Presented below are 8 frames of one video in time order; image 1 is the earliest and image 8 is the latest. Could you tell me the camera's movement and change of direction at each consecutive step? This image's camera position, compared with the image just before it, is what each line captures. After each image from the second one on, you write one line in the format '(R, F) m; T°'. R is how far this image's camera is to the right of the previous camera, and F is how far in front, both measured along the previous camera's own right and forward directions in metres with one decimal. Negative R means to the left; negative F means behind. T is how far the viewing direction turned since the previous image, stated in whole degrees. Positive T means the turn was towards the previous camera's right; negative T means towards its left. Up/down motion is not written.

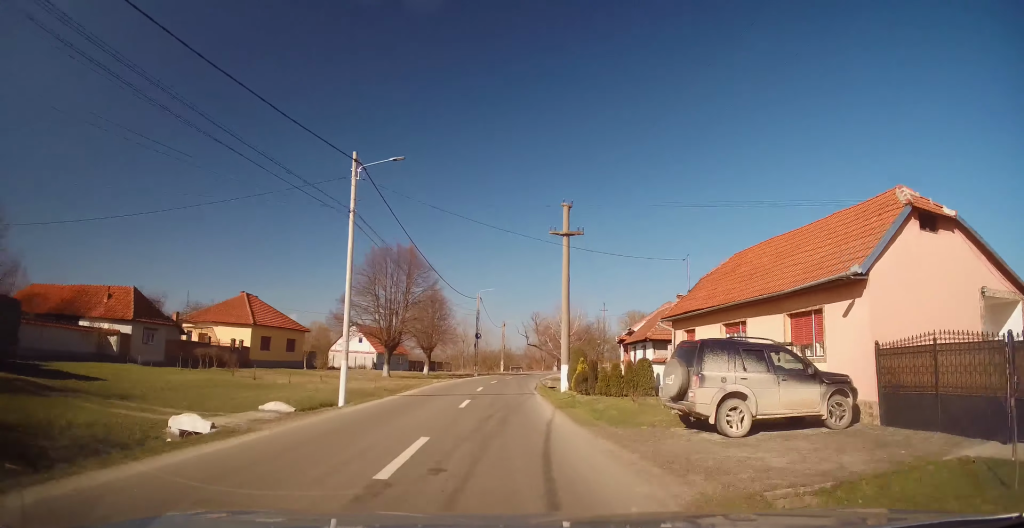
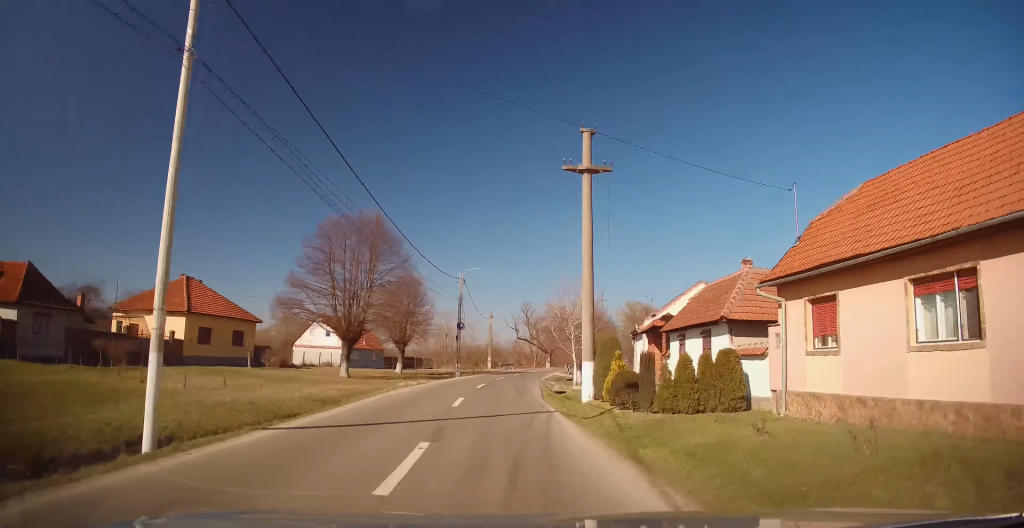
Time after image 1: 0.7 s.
(-0.3, +9.9) m; +2°
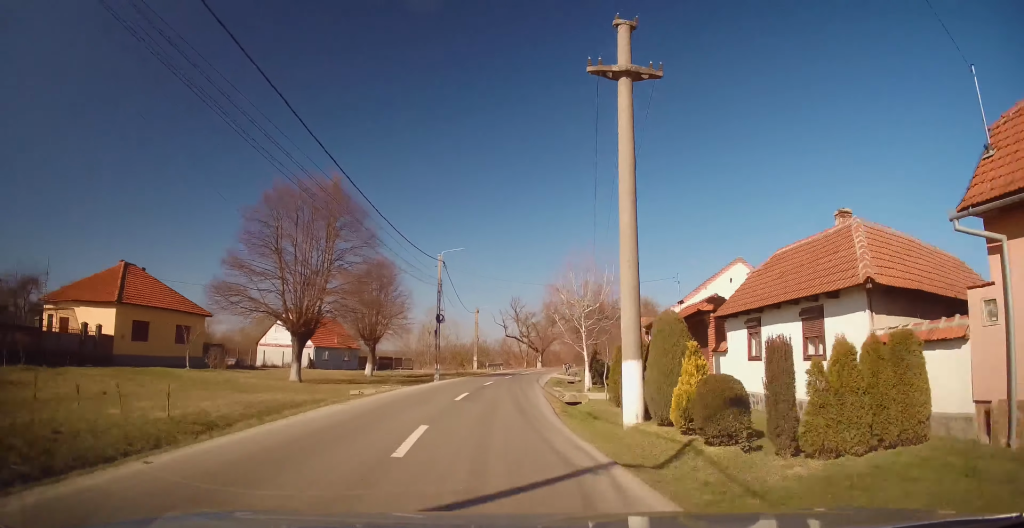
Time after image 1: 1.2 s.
(+0.4, +7.4) m; +2°
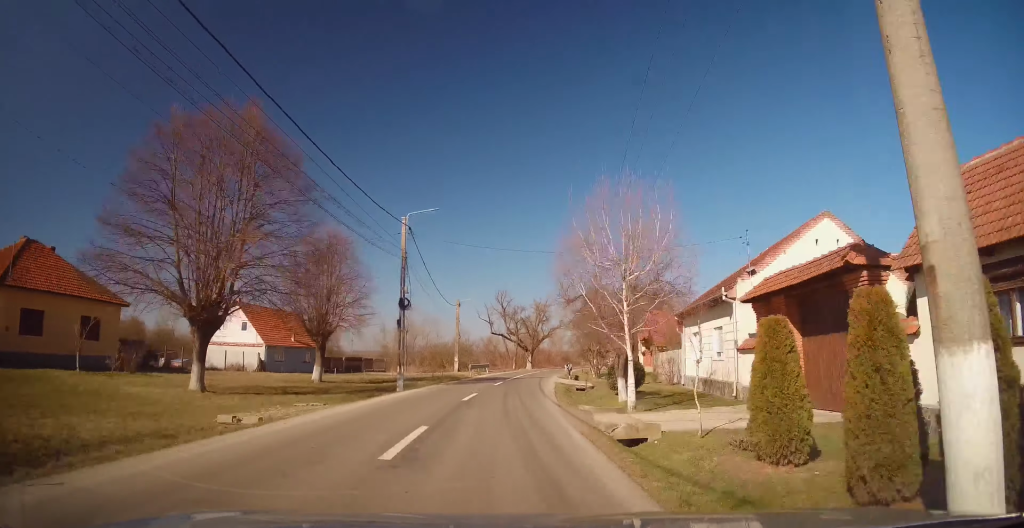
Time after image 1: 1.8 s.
(+0.4, +9.4) m; +2°
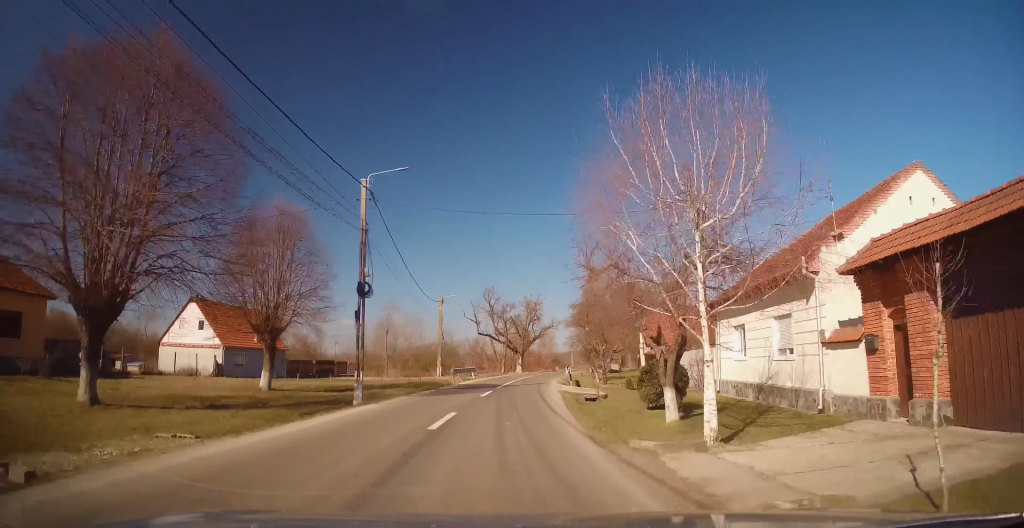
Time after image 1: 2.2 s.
(0.0, +5.9) m; 0°
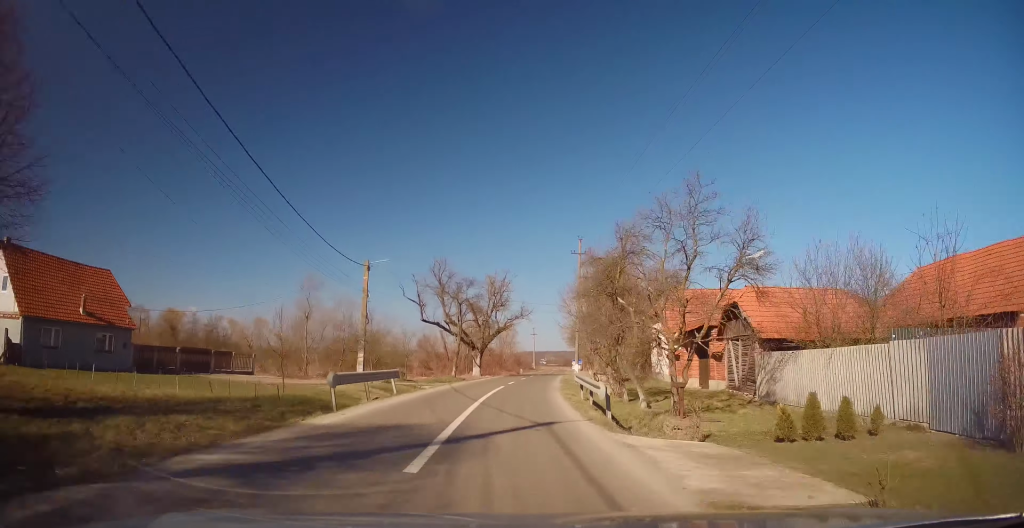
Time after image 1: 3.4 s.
(+0.1, +17.6) m; +3°
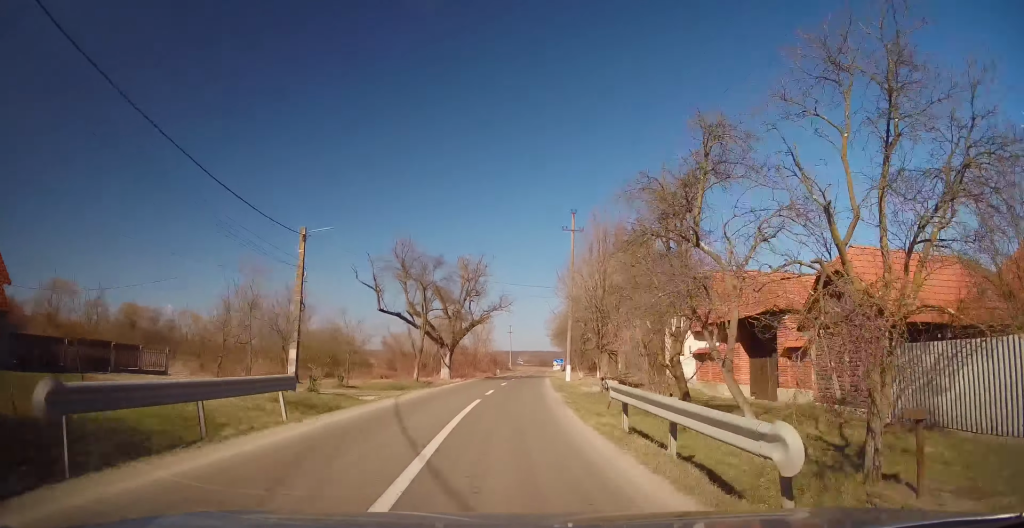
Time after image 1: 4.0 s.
(+0.2, +8.7) m; +3°
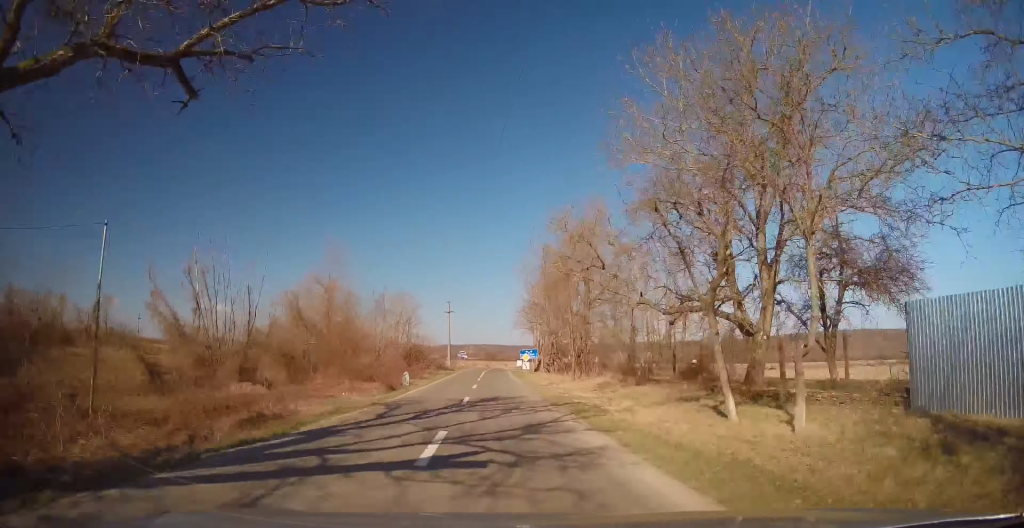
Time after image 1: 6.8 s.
(+3.5, +39.8) m; +7°
